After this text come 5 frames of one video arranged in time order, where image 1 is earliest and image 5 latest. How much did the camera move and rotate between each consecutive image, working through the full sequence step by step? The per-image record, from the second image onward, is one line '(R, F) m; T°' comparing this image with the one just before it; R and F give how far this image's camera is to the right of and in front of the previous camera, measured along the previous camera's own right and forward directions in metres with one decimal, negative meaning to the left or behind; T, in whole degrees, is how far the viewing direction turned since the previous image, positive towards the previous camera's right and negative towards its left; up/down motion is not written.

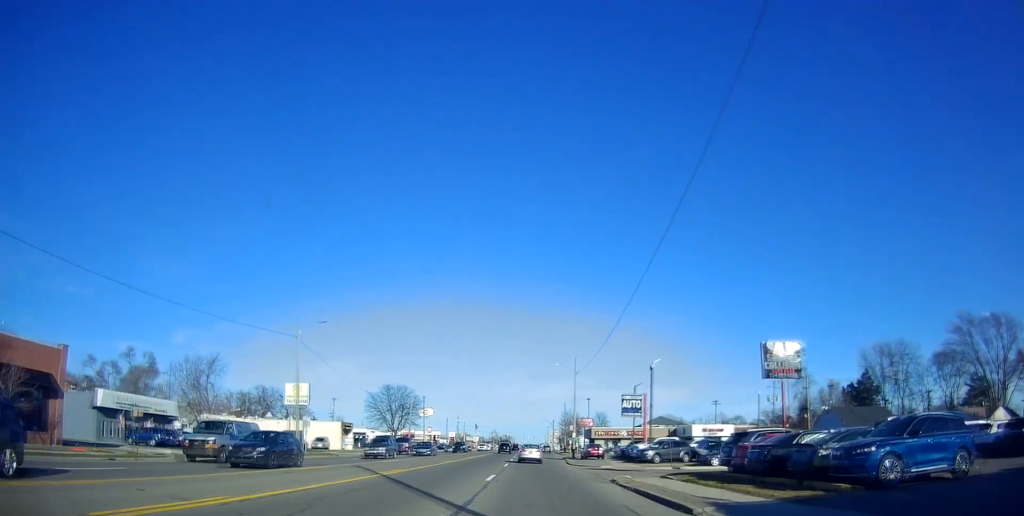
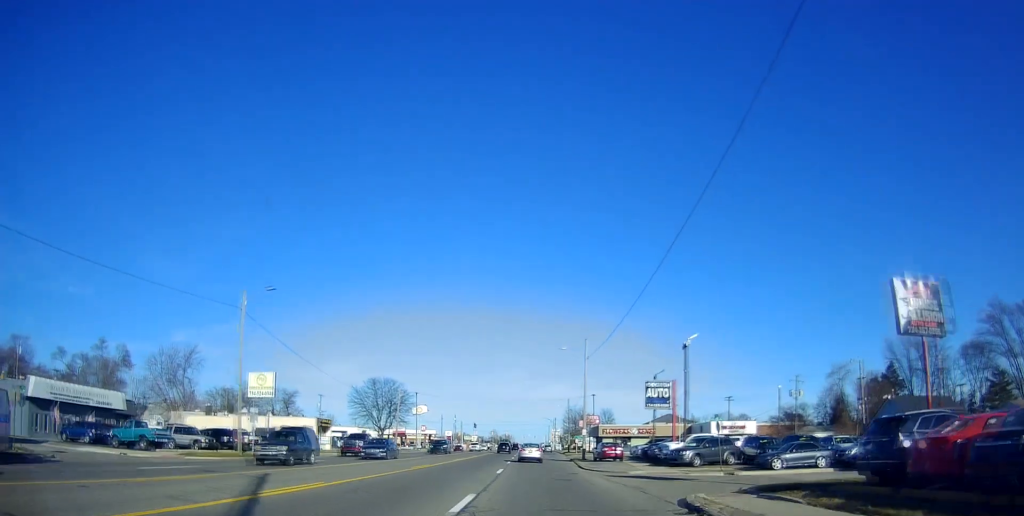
(0.0, +9.9) m; +1°
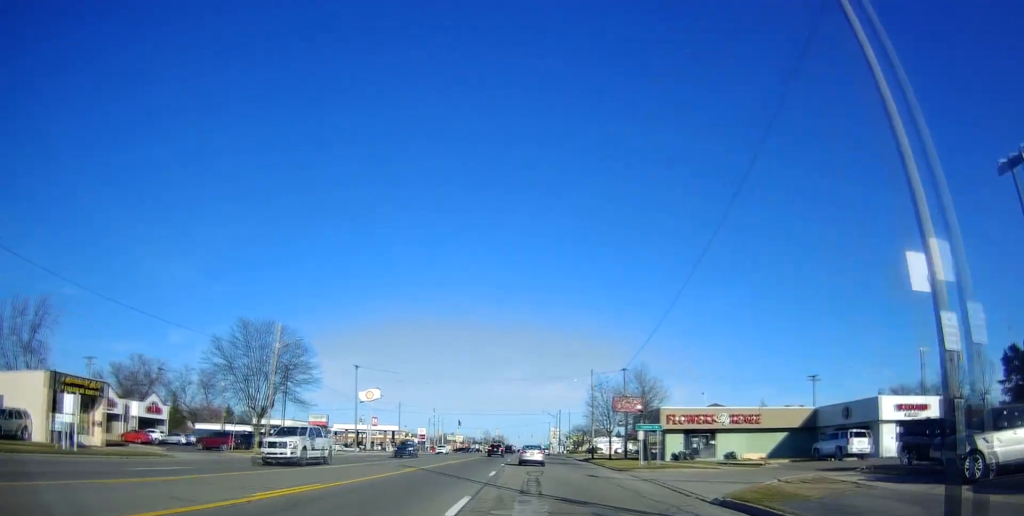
(+0.5, +46.5) m; -1°
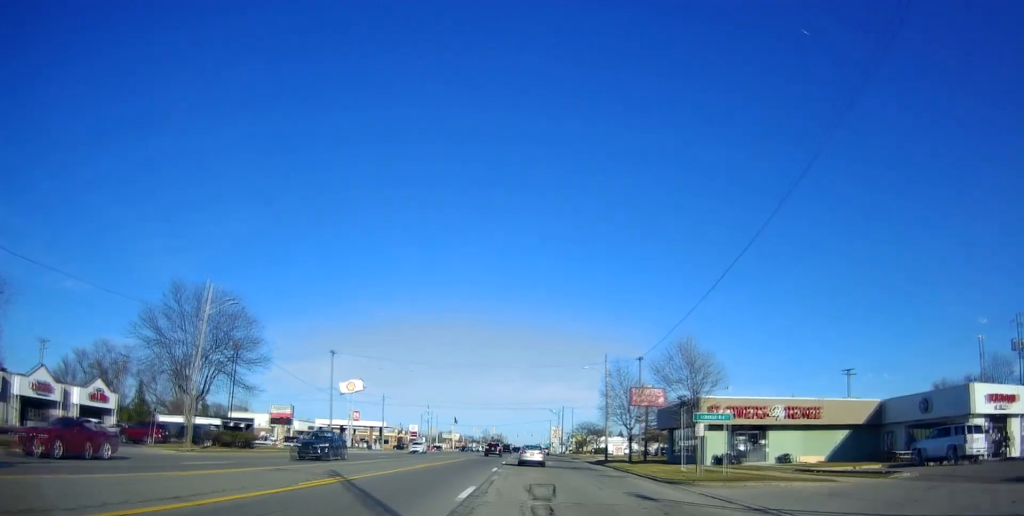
(-0.1, +12.2) m; +1°
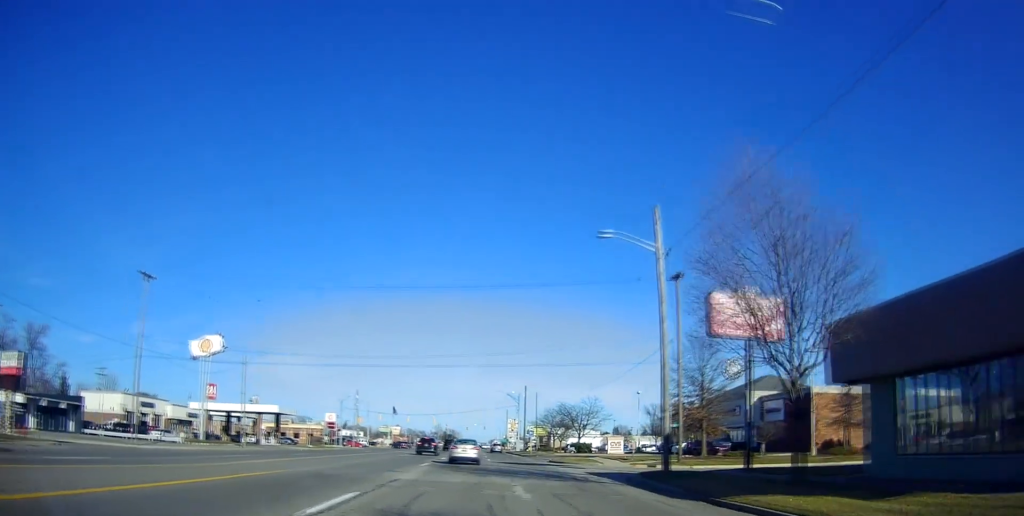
(+1.2, +36.5) m; +2°
